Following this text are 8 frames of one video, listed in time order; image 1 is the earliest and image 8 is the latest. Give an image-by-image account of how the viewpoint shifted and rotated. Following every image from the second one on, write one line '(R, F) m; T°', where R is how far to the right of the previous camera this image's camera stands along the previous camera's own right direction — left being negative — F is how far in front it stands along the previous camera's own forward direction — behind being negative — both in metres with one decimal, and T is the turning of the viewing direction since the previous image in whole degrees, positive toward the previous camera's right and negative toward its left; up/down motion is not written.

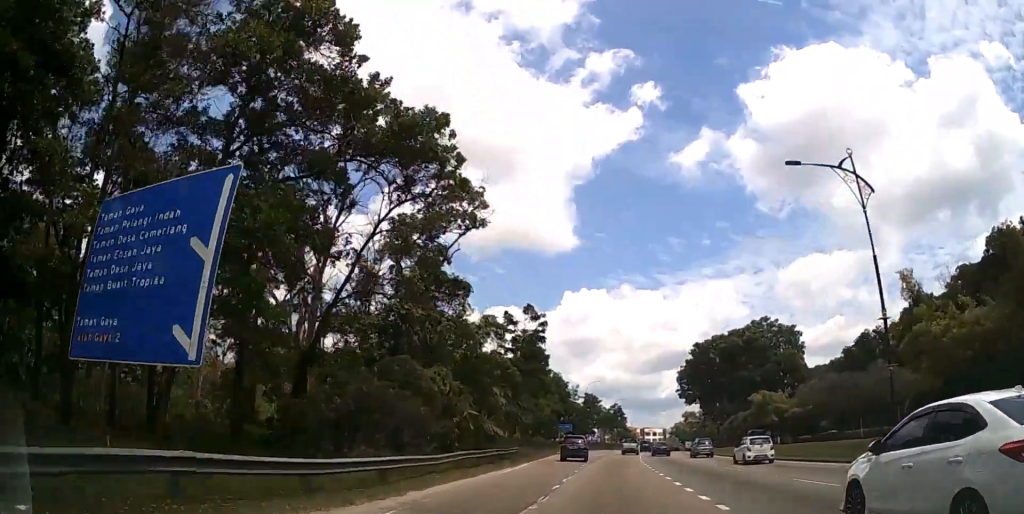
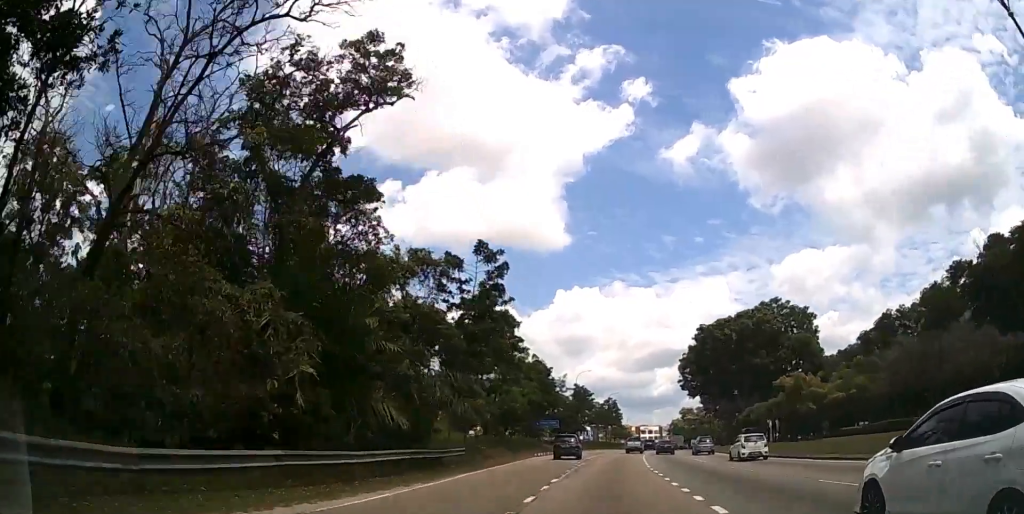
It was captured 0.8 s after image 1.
(0.0, +12.7) m; +1°
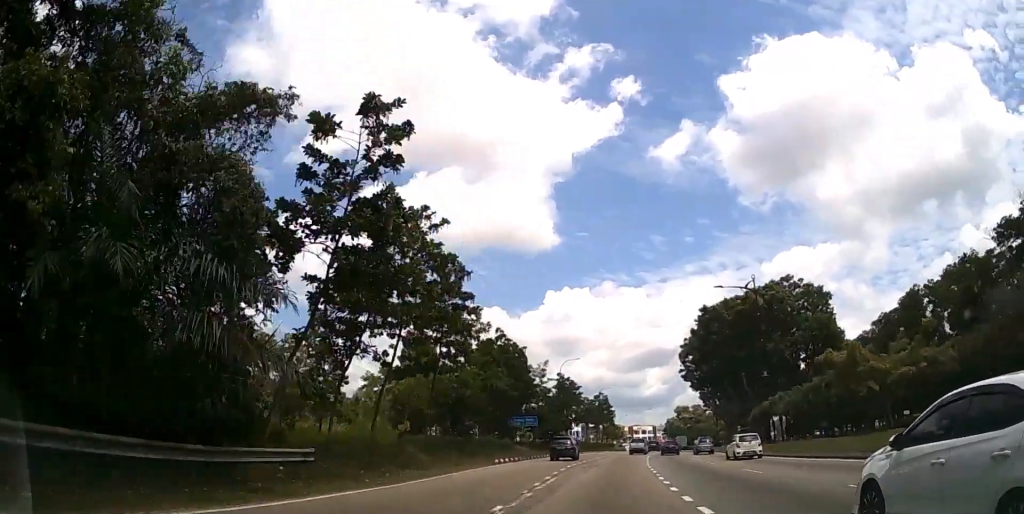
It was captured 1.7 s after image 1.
(+0.1, +13.2) m; +1°
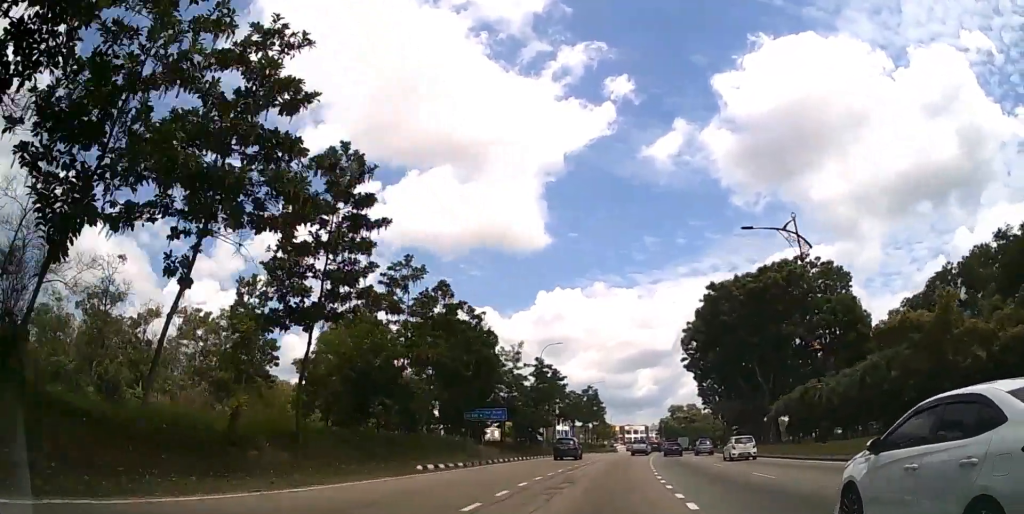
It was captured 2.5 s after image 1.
(+0.1, +12.1) m; +1°
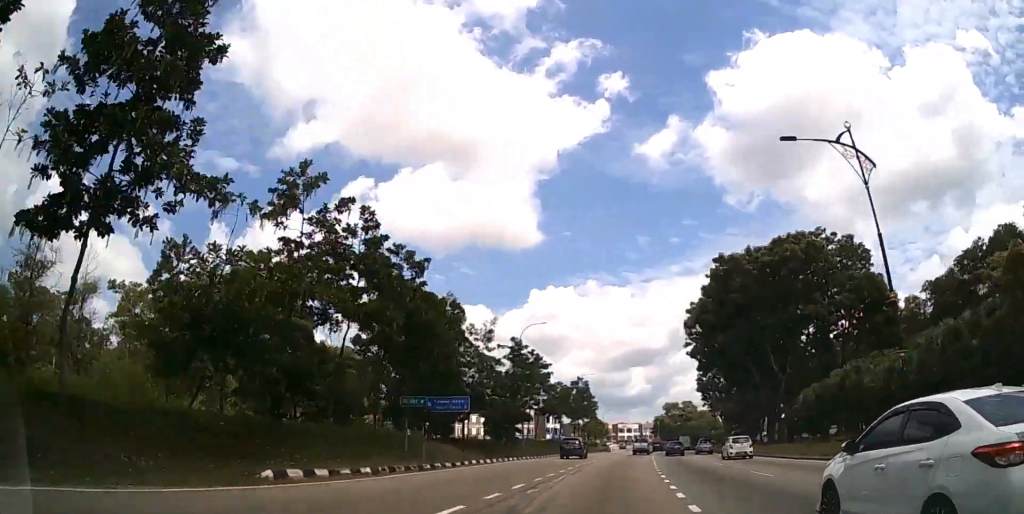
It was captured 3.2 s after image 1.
(+0.1, +9.7) m; +1°
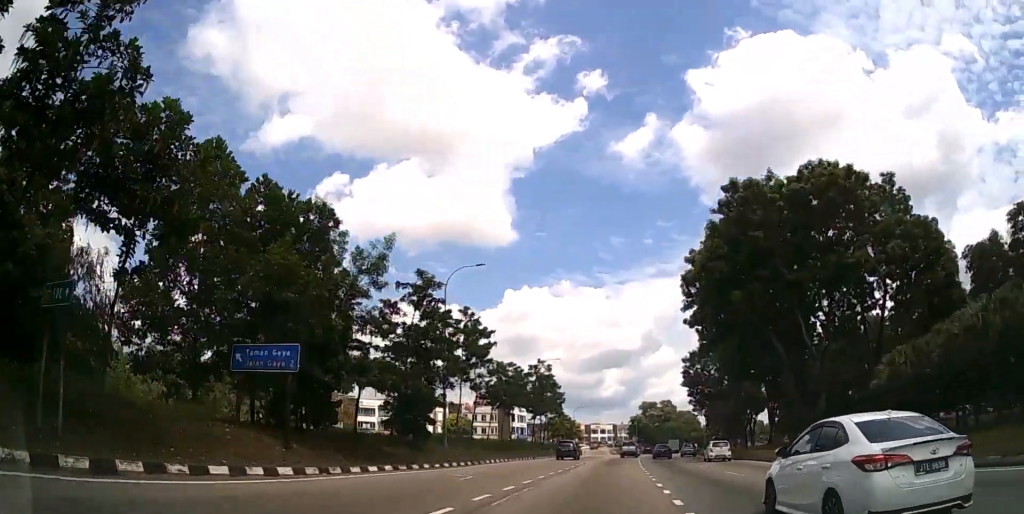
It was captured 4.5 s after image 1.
(+0.4, +18.1) m; +3°
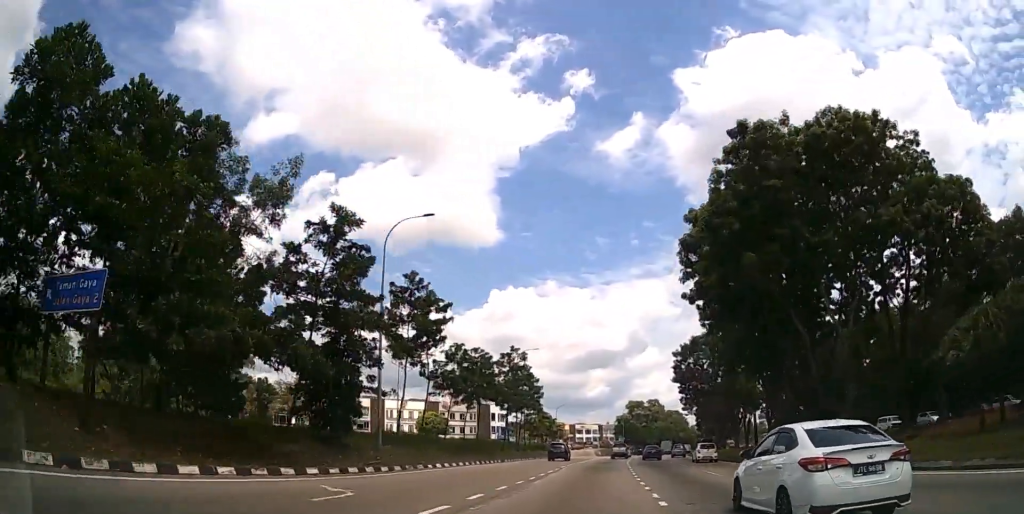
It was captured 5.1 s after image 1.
(+0.1, +8.1) m; +2°
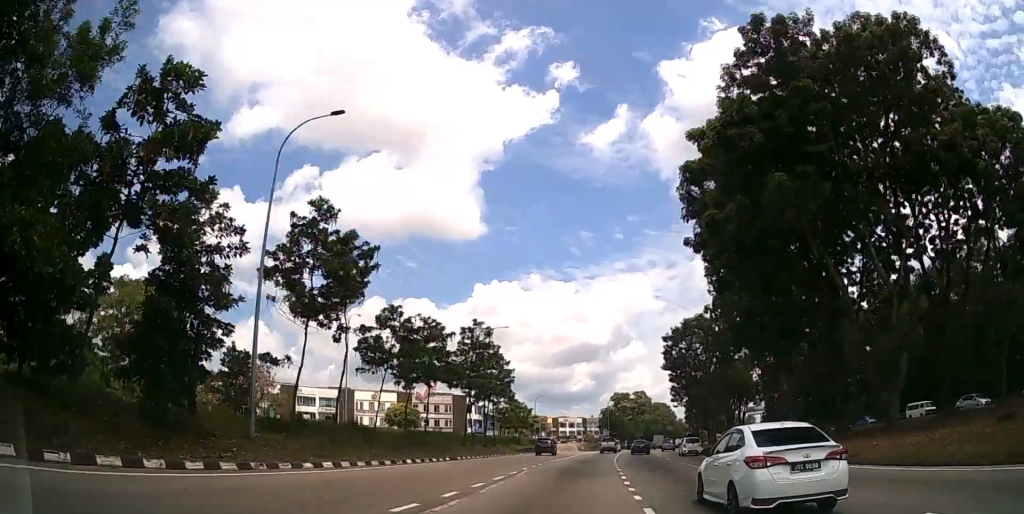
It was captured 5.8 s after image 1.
(+0.1, +9.2) m; +1°
